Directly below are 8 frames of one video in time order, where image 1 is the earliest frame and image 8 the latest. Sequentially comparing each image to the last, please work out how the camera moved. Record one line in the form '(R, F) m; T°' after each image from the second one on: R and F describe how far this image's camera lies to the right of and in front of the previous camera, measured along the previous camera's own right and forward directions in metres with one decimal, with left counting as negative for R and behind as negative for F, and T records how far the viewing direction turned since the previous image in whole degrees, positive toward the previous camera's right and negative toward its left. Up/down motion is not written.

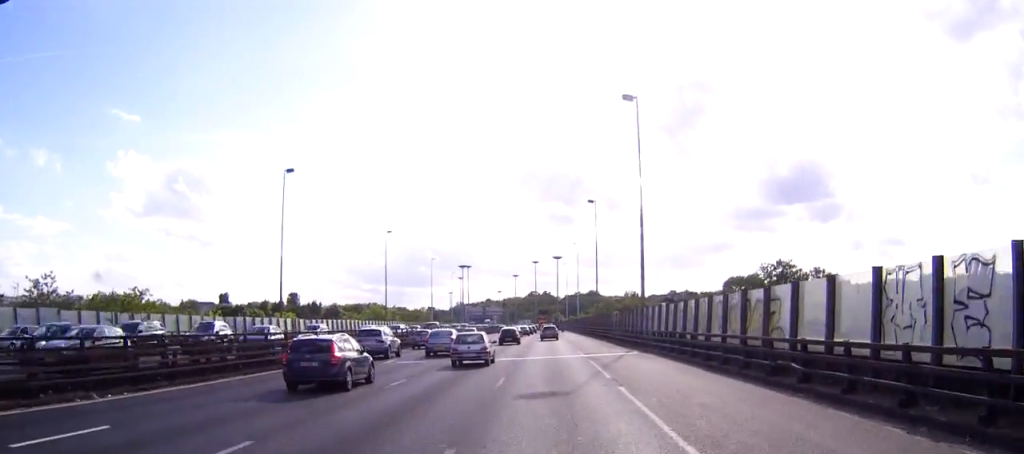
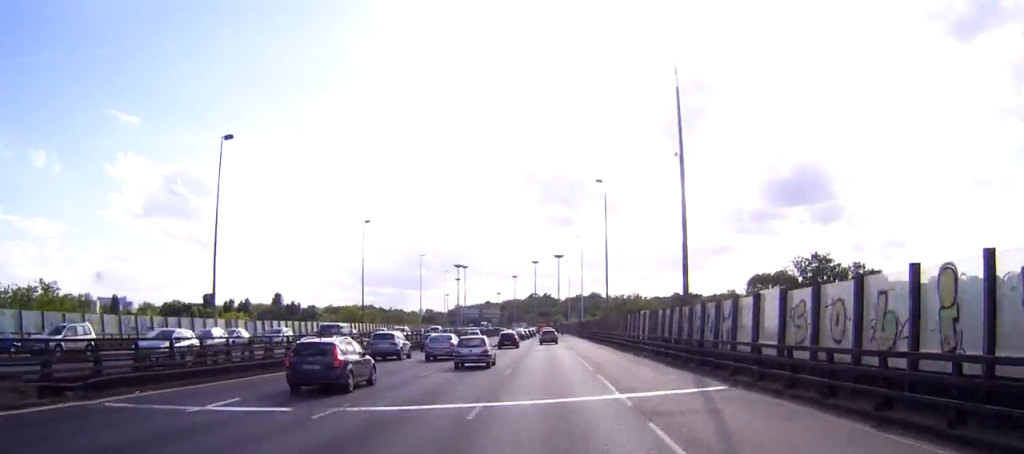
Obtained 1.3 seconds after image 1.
(0.0, +19.4) m; 0°
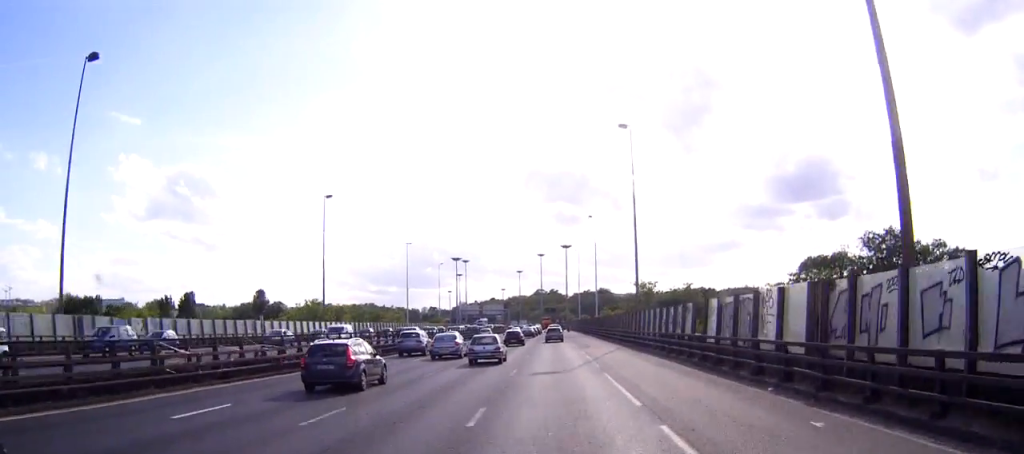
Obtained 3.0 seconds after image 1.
(-0.1, +26.9) m; 0°
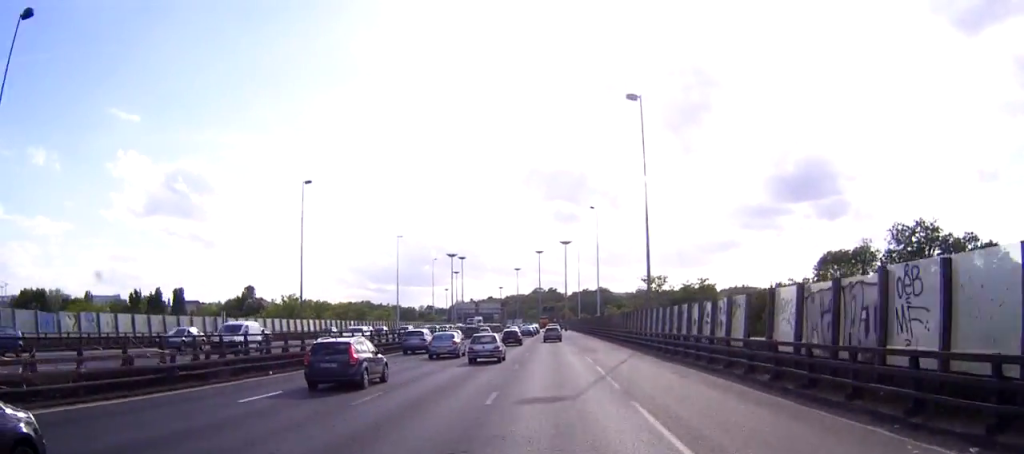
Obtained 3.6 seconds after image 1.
(0.0, +9.2) m; 0°
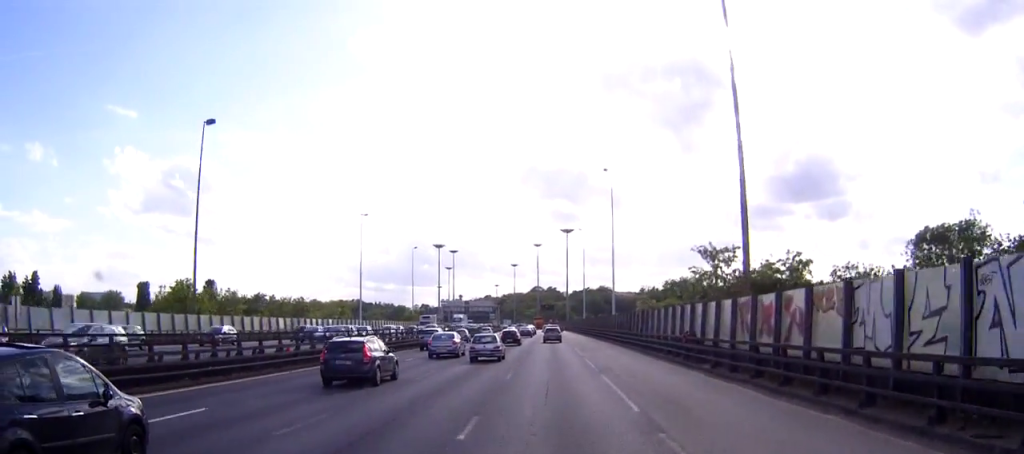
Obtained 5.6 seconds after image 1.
(0.0, +30.7) m; 0°
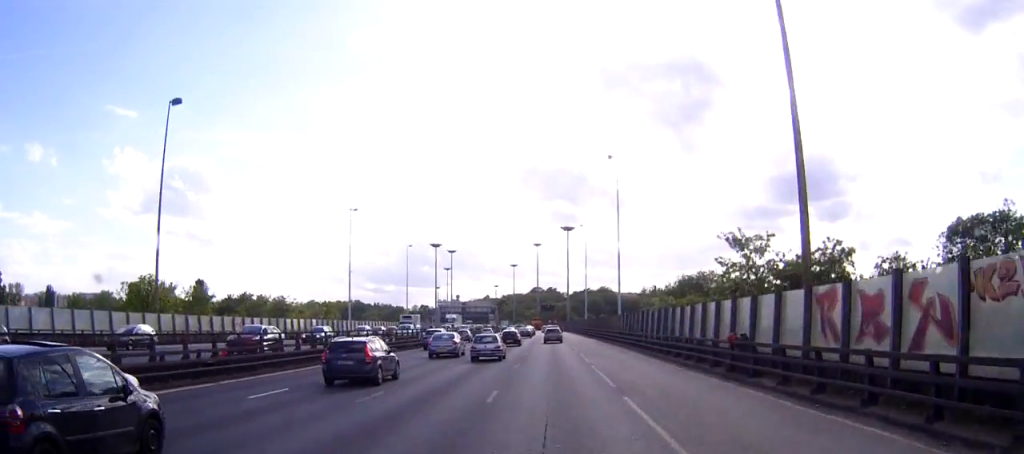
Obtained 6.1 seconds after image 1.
(0.0, +7.4) m; 0°
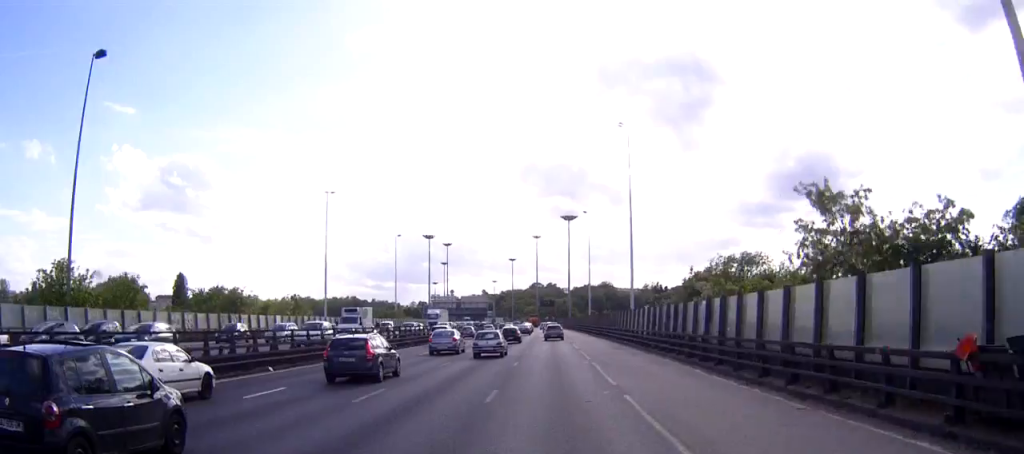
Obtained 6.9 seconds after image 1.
(0.0, +13.2) m; 0°
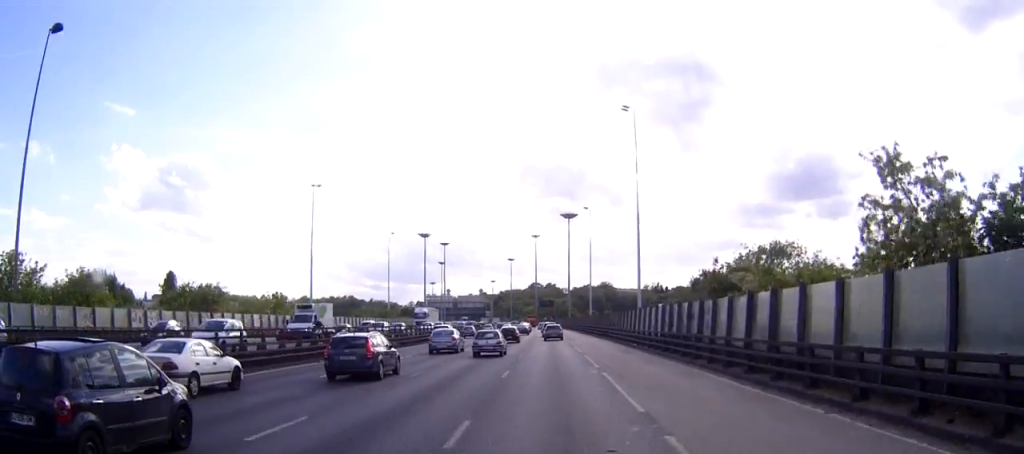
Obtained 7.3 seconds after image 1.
(0.0, +6.4) m; 0°
